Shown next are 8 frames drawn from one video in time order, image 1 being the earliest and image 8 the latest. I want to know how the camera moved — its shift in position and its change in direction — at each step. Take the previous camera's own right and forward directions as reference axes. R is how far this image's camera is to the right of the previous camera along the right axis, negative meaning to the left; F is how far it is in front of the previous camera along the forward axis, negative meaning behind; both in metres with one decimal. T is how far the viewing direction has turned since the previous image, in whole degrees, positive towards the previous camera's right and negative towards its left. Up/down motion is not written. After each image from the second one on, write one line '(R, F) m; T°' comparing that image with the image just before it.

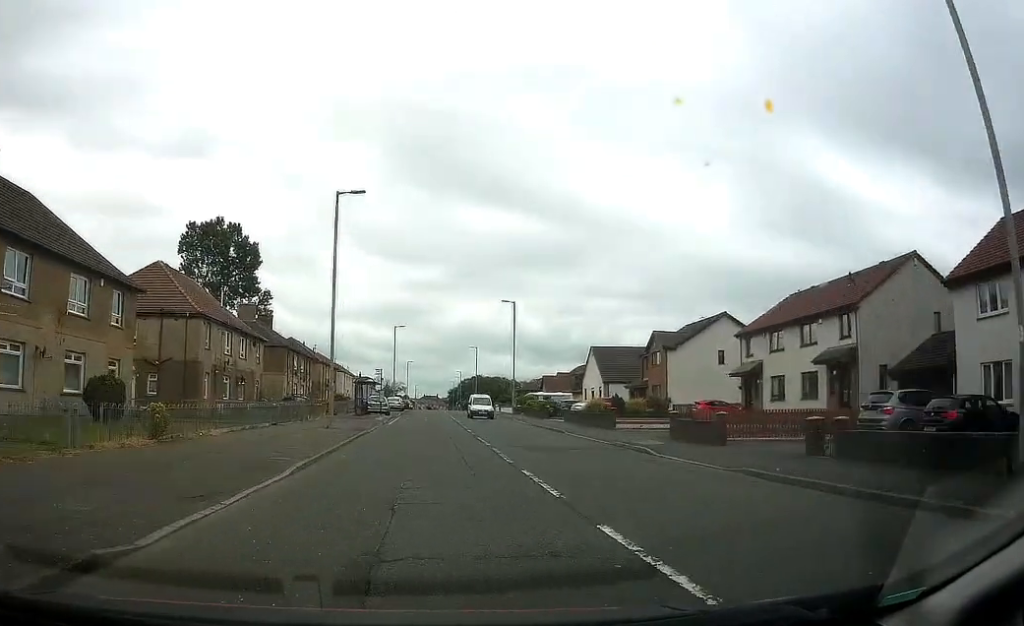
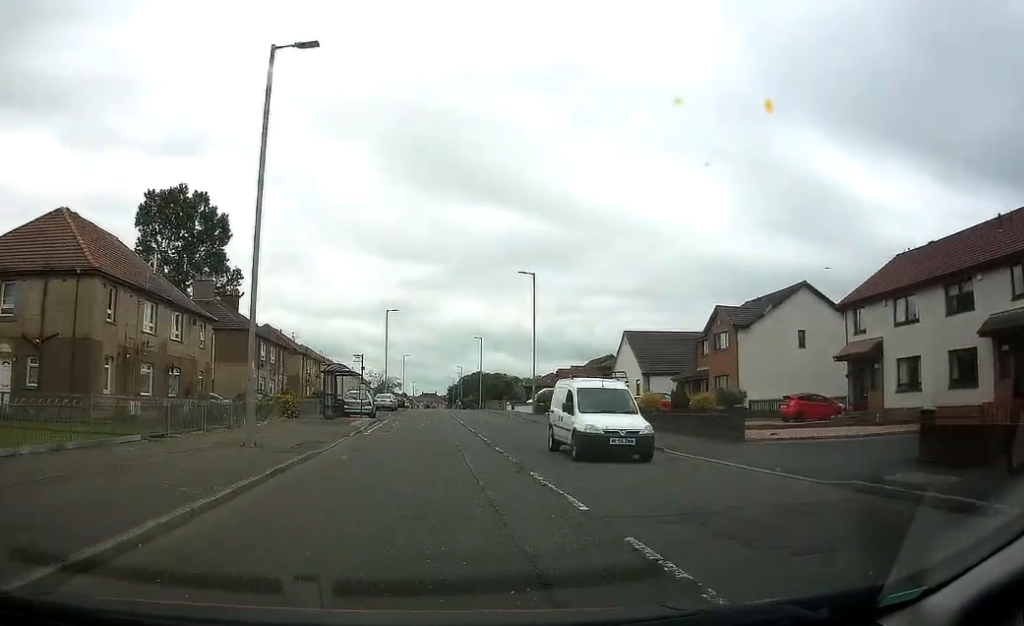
(+0.1, +13.4) m; 0°
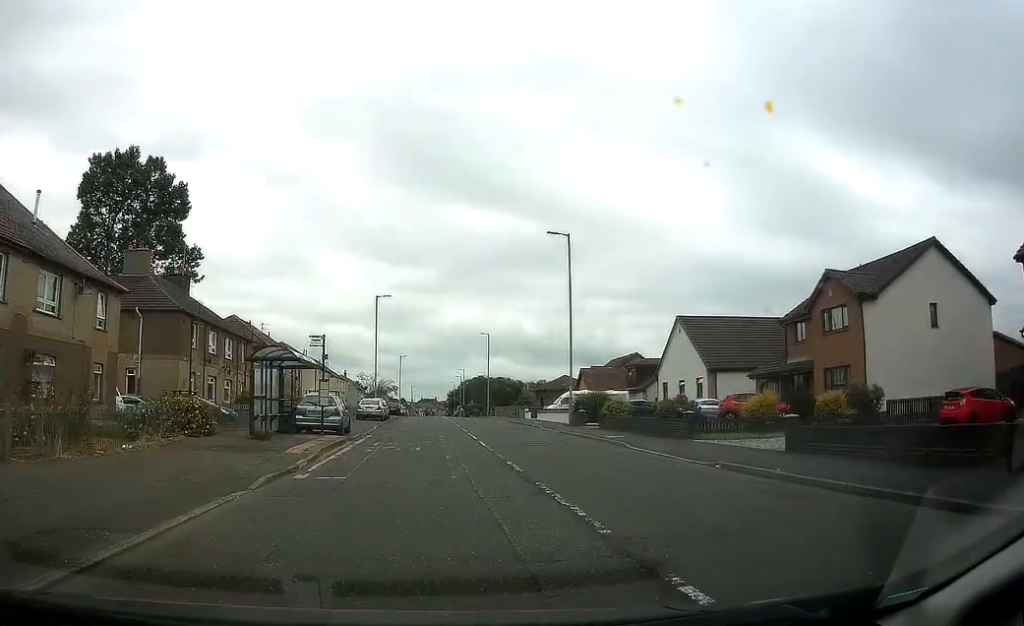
(0.0, +13.5) m; 0°
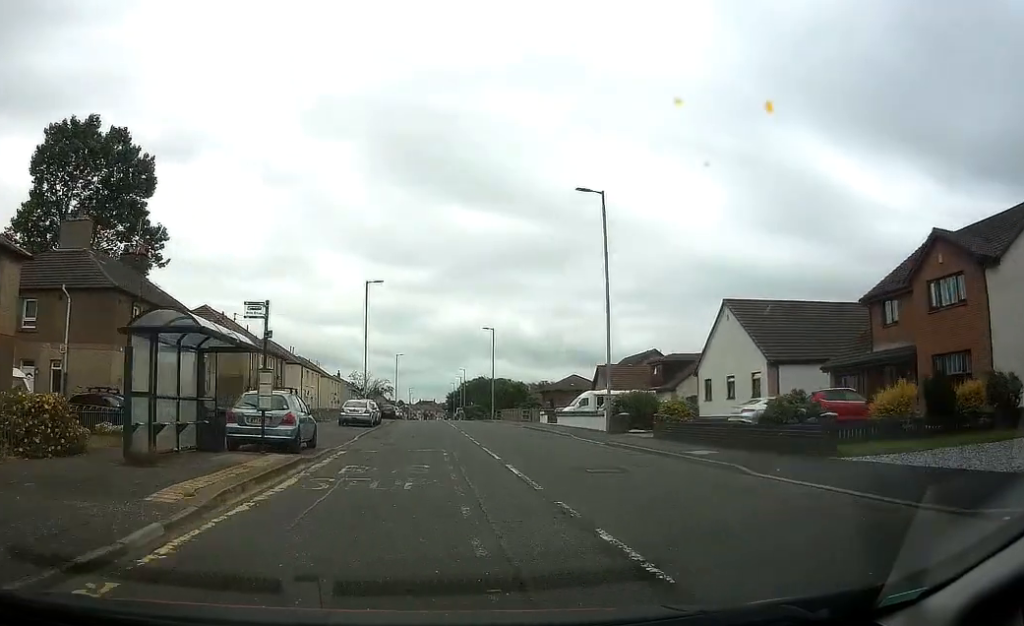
(0.0, +8.4) m; +1°
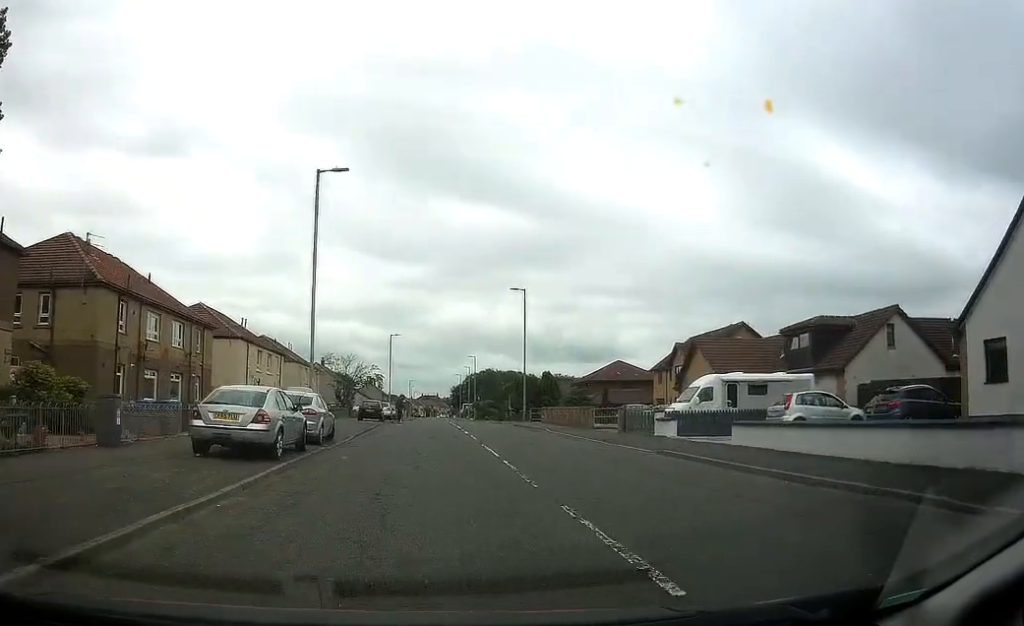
(+0.2, +24.2) m; -1°
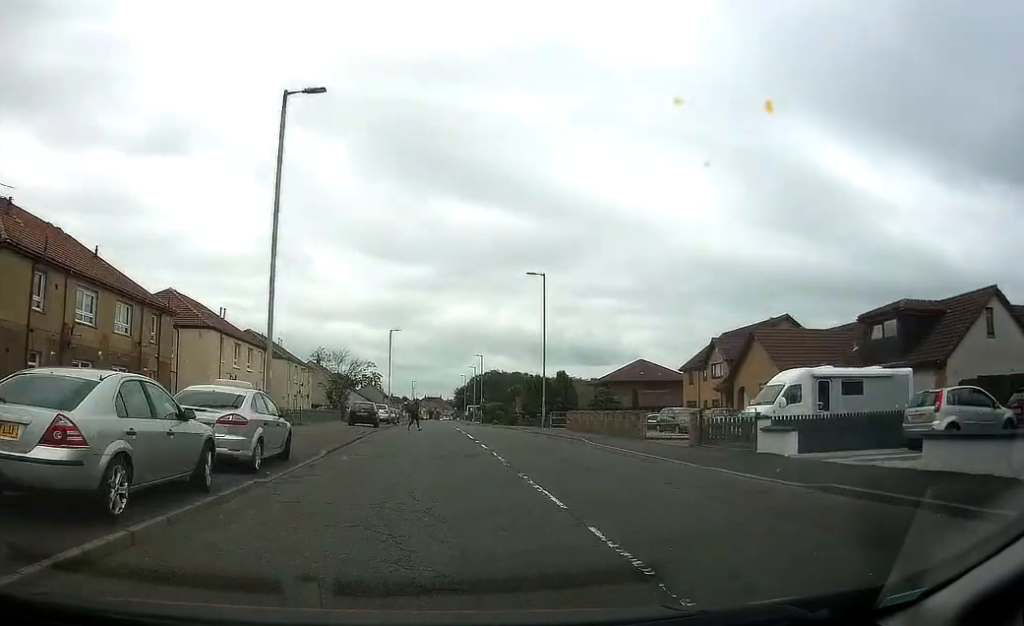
(-0.1, +7.8) m; -1°
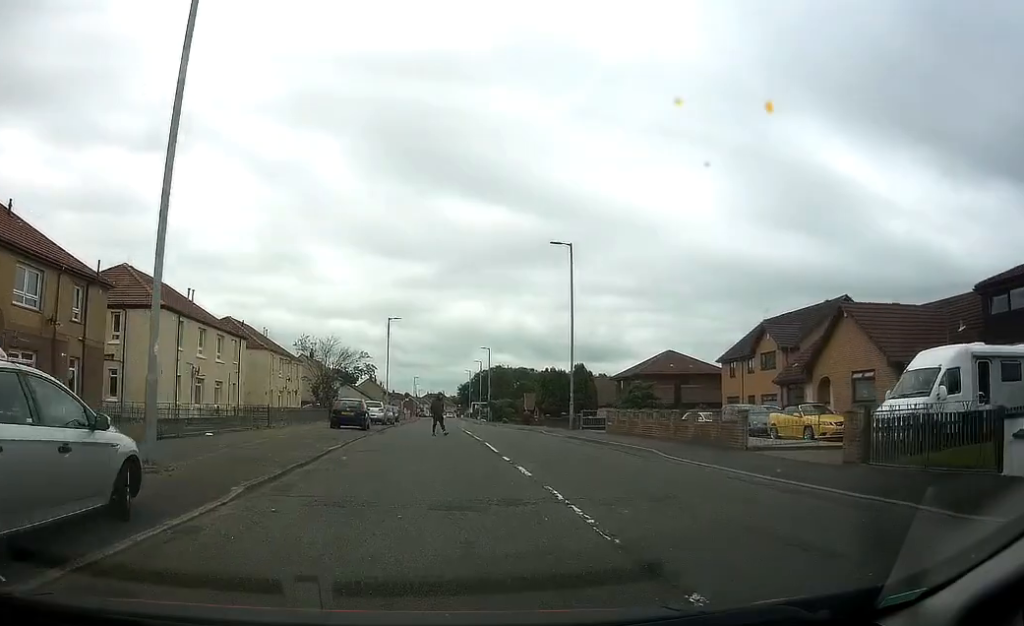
(-0.1, +8.5) m; 0°
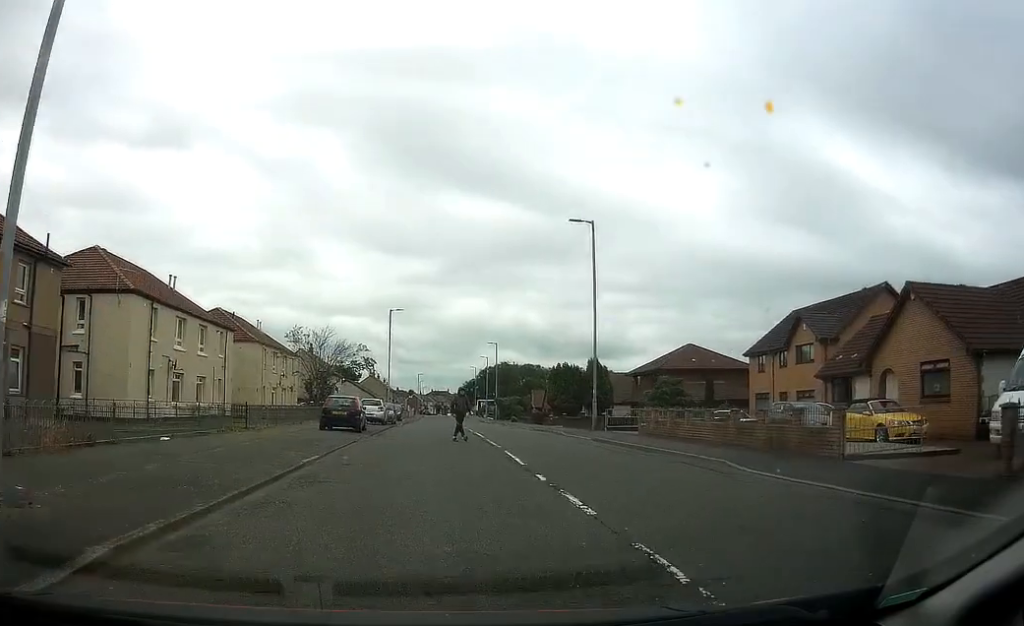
(-0.1, +4.2) m; +1°
